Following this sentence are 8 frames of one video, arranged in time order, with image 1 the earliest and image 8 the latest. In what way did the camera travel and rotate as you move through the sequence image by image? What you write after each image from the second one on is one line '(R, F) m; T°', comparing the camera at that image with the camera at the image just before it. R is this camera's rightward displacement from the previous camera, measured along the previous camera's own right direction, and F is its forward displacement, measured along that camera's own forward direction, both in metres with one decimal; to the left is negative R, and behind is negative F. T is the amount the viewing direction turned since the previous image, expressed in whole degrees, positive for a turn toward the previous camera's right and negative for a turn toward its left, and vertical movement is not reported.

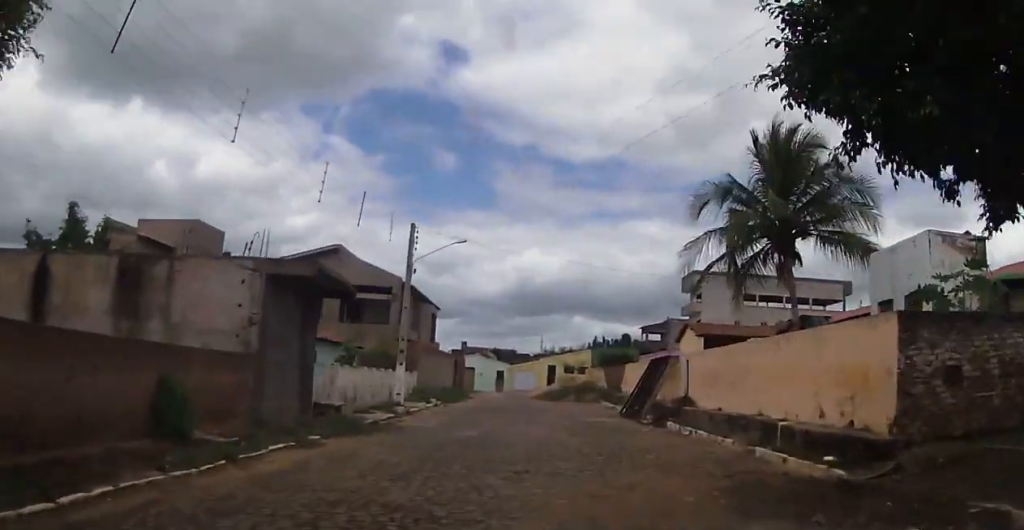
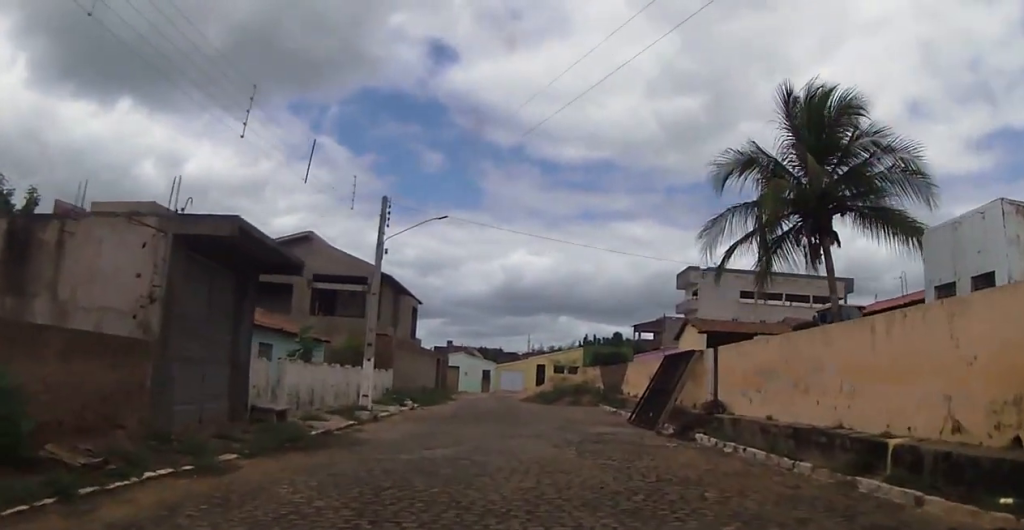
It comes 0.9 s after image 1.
(+0.2, +3.6) m; +3°
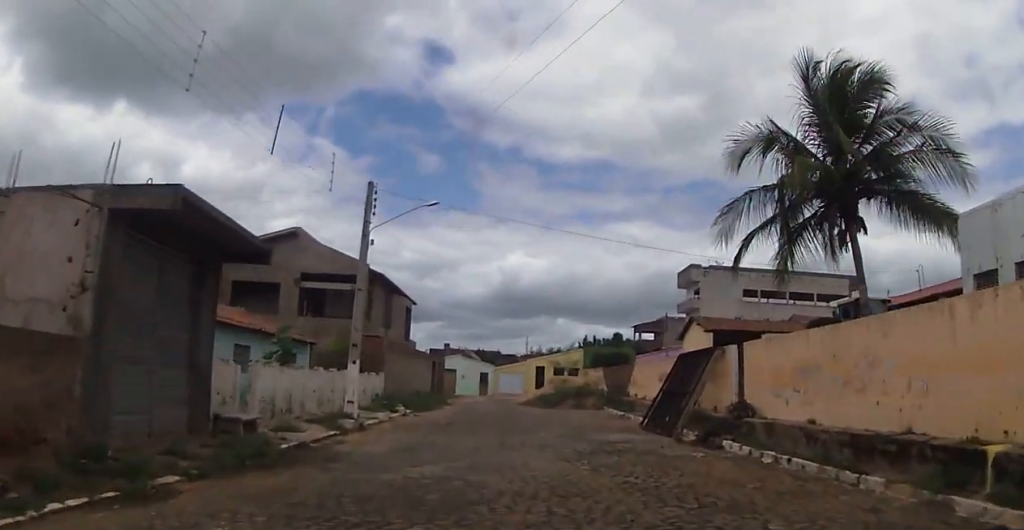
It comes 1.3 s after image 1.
(0.0, +1.8) m; 0°
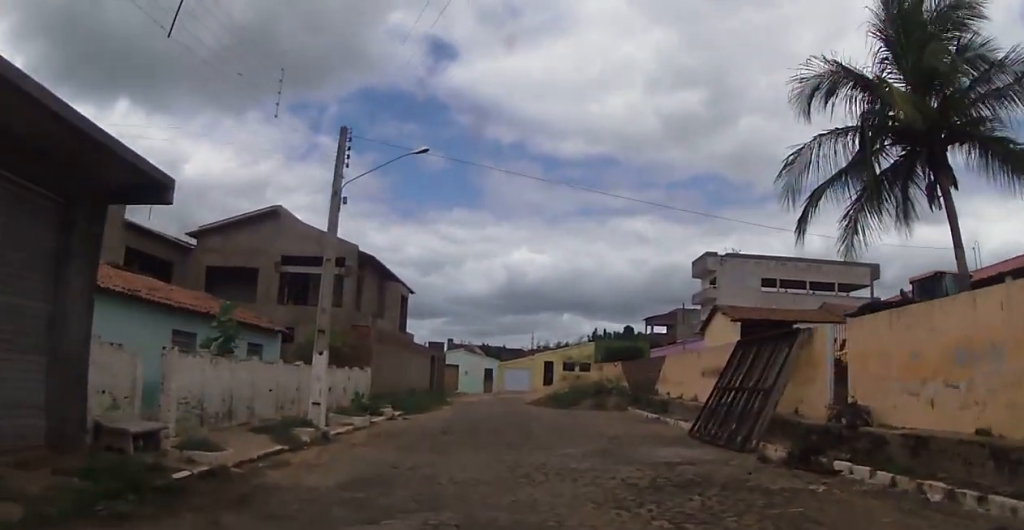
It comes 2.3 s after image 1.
(0.0, +4.1) m; 0°
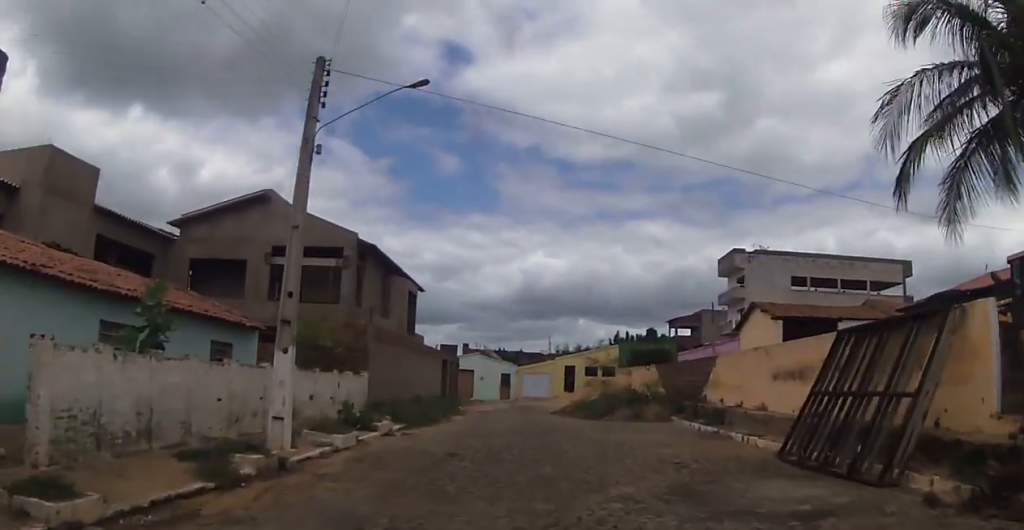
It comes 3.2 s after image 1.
(0.0, +3.8) m; -6°
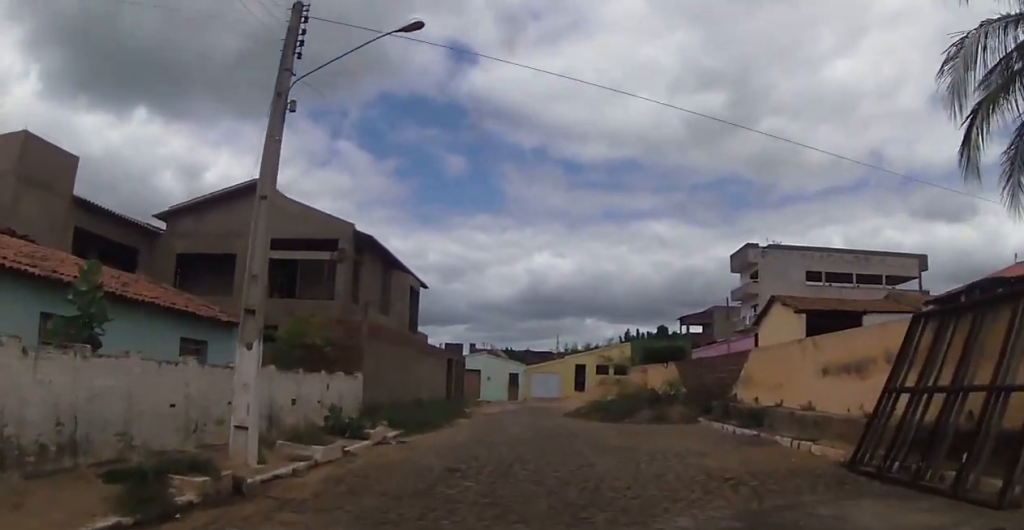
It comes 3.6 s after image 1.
(-0.1, +2.0) m; -1°
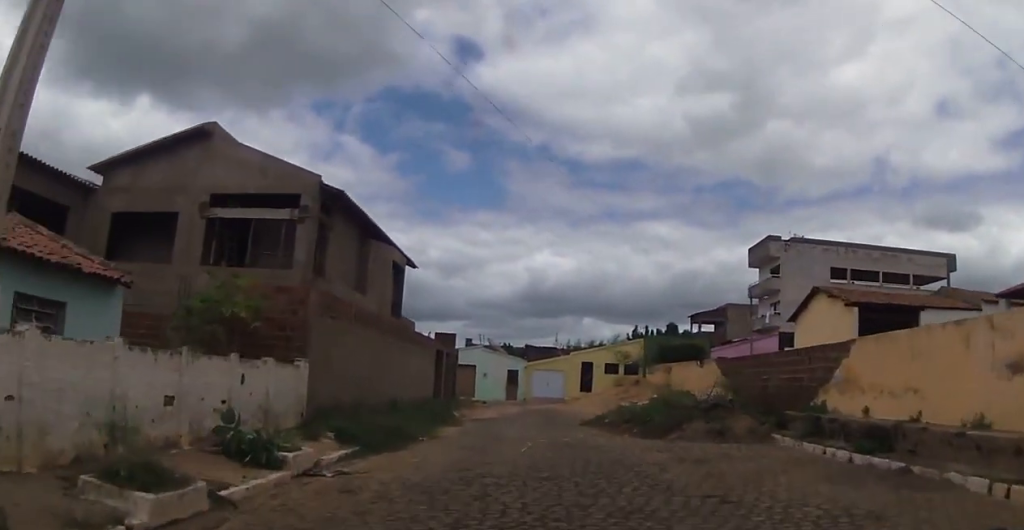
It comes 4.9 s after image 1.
(-0.1, +5.7) m; +4°
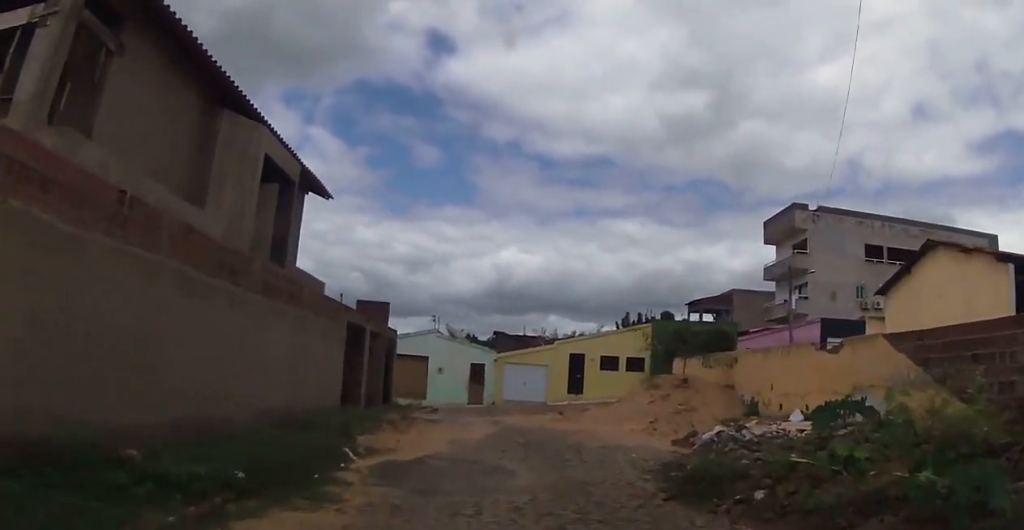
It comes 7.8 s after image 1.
(+0.6, +12.1) m; +7°
